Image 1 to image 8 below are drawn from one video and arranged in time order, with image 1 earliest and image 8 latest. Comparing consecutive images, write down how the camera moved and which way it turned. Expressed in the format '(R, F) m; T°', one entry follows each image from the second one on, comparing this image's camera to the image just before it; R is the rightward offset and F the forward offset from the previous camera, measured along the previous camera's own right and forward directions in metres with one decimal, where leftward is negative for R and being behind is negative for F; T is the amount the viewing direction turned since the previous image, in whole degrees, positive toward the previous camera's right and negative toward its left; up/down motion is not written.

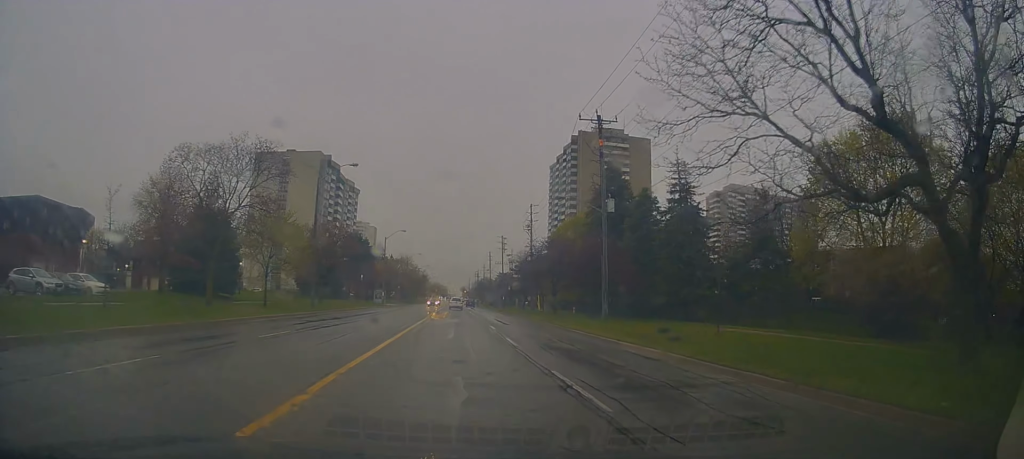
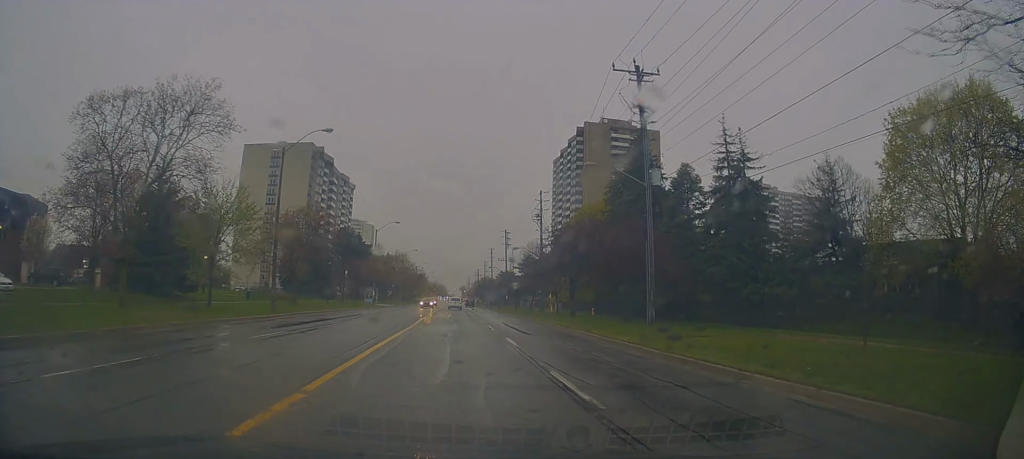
(0.0, +9.2) m; 0°
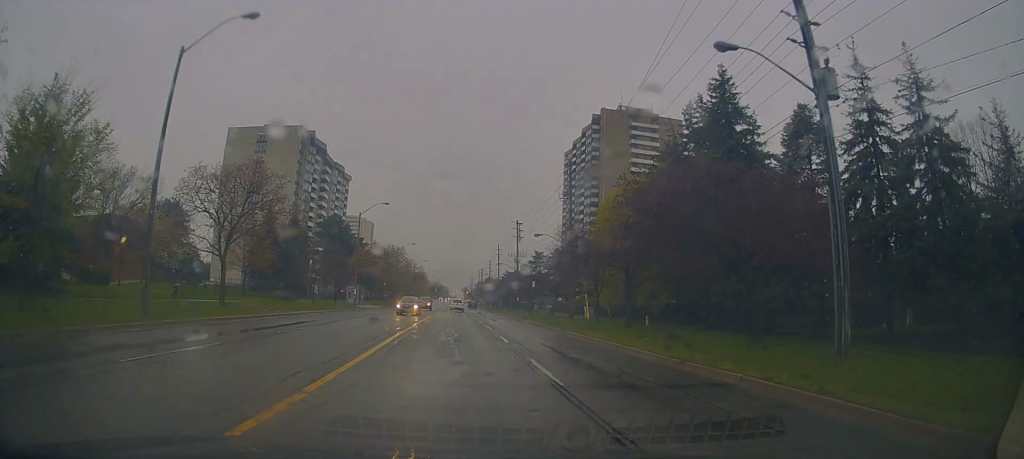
(-0.2, +15.7) m; 0°
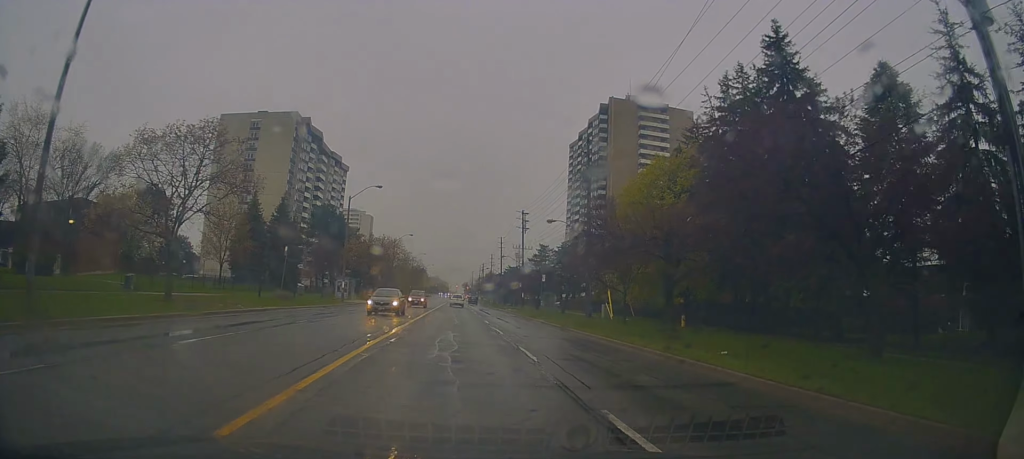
(+0.2, +7.0) m; 0°
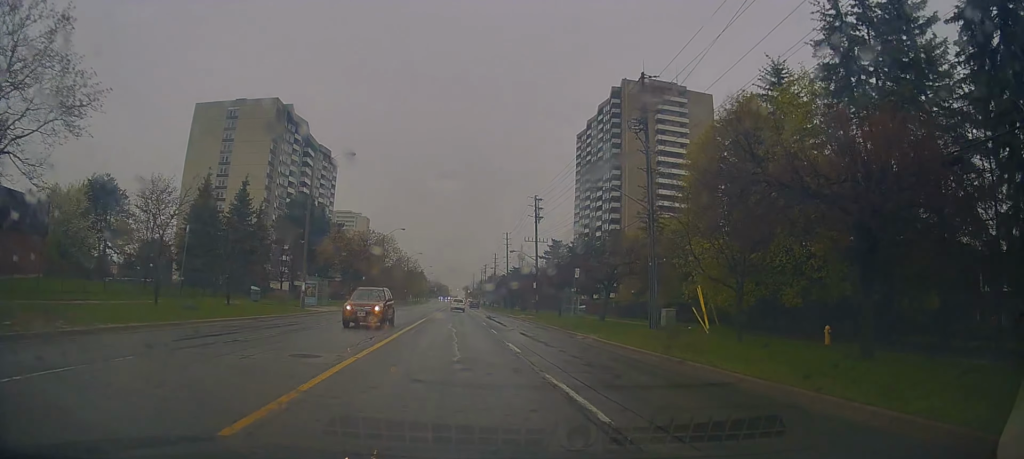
(-0.6, +14.4) m; -3°
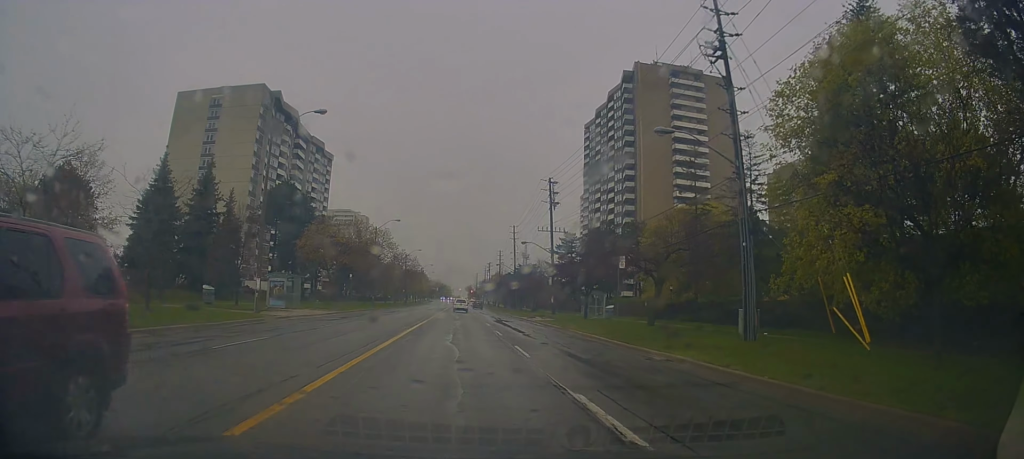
(-0.1, +10.1) m; +1°
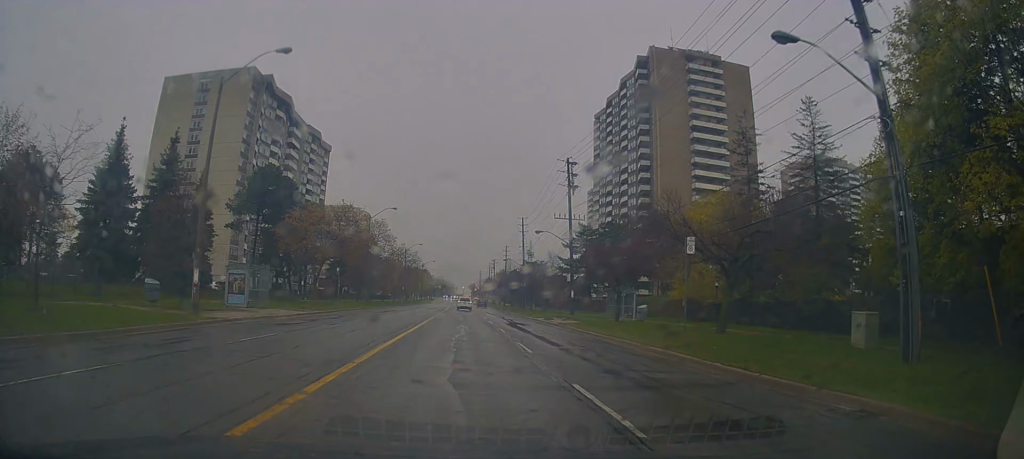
(+0.2, +8.4) m; 0°
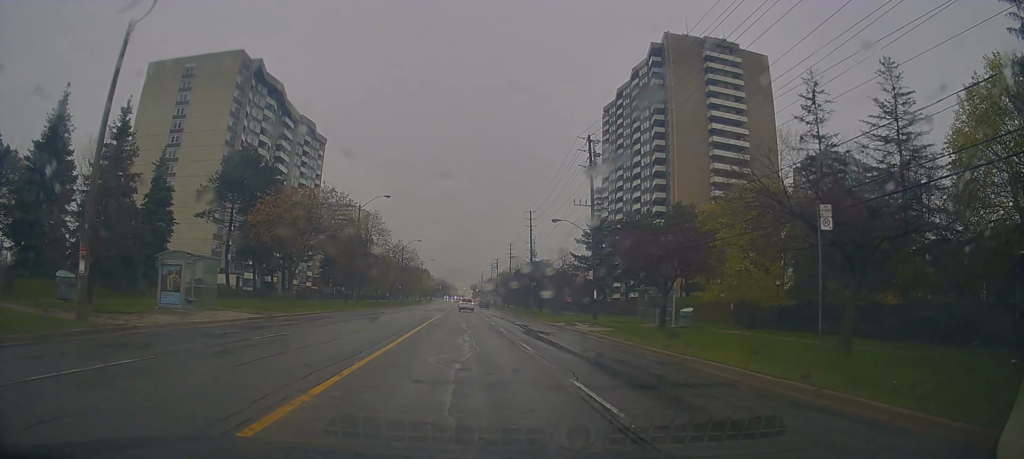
(+0.2, +8.2) m; 0°
